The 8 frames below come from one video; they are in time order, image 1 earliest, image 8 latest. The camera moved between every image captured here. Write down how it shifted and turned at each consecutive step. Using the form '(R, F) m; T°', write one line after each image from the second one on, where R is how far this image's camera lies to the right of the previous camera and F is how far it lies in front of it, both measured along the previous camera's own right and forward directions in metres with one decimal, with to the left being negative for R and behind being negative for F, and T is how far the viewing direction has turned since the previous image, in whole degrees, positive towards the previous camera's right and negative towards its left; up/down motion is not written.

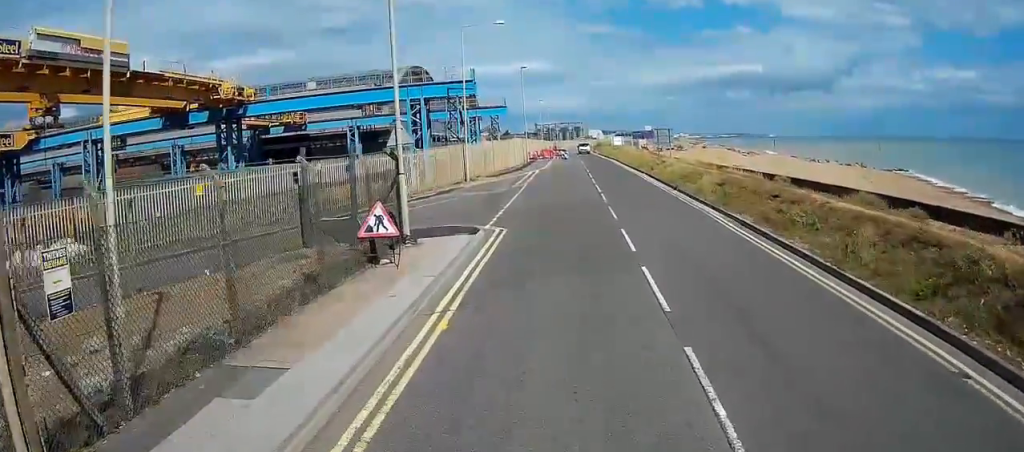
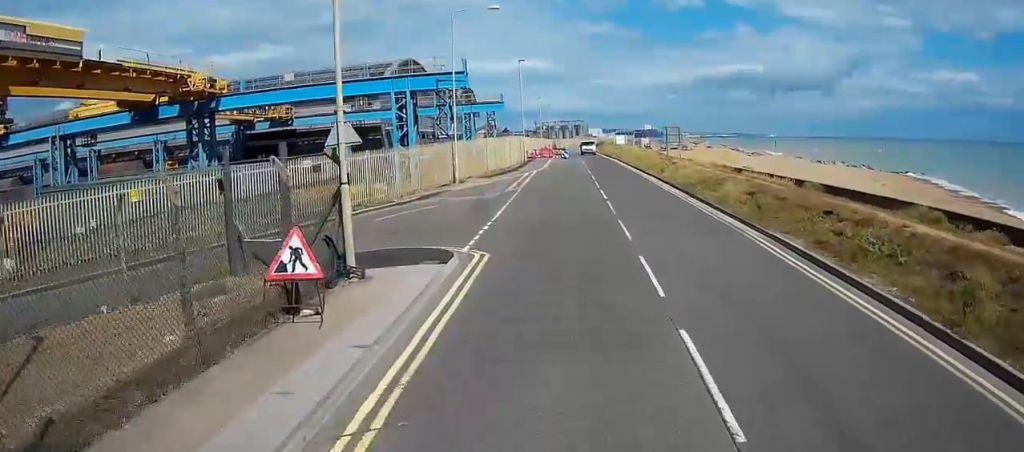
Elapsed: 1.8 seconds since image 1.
(-0.3, +5.4) m; -2°
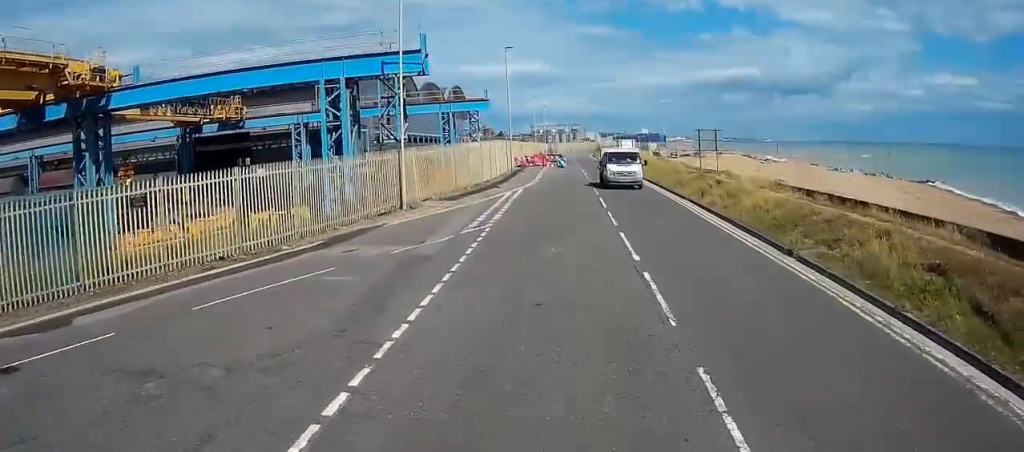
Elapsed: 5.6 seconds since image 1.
(+0.1, +13.5) m; -2°
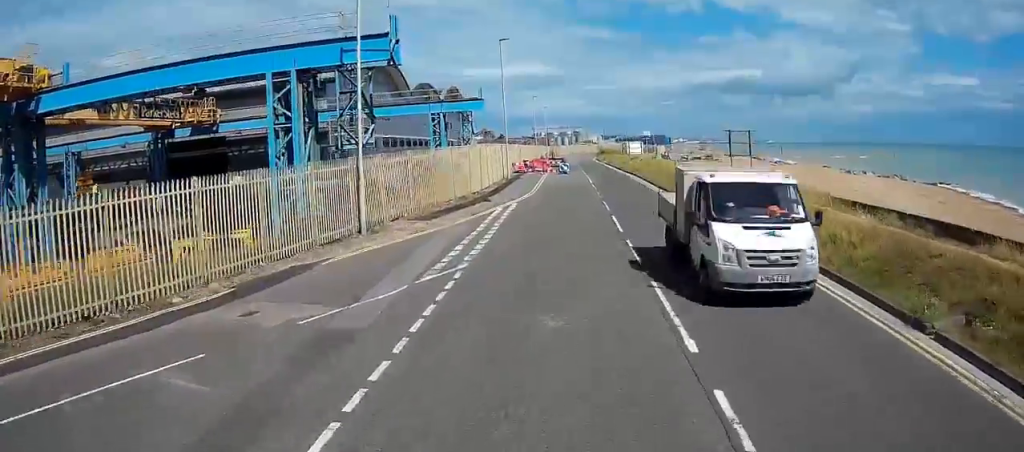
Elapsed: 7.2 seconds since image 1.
(-0.1, +6.6) m; -1°
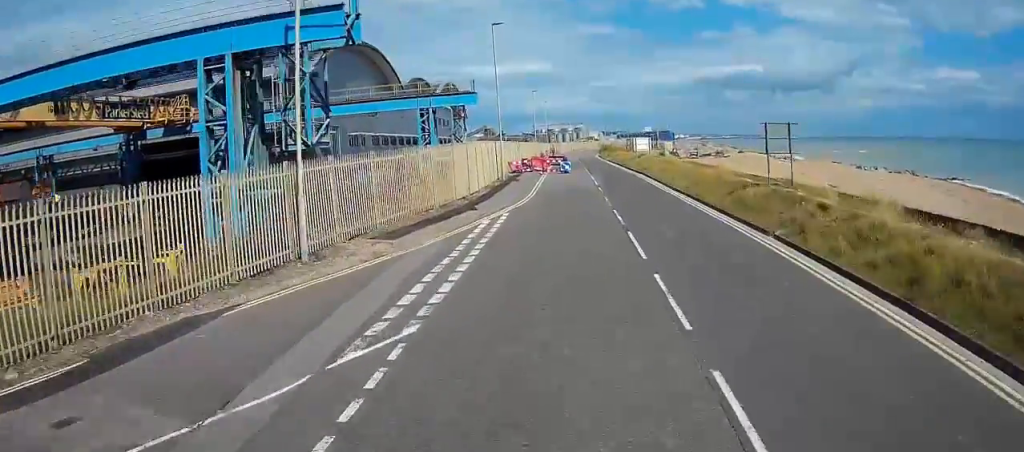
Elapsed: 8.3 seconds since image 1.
(0.0, +5.1) m; 0°
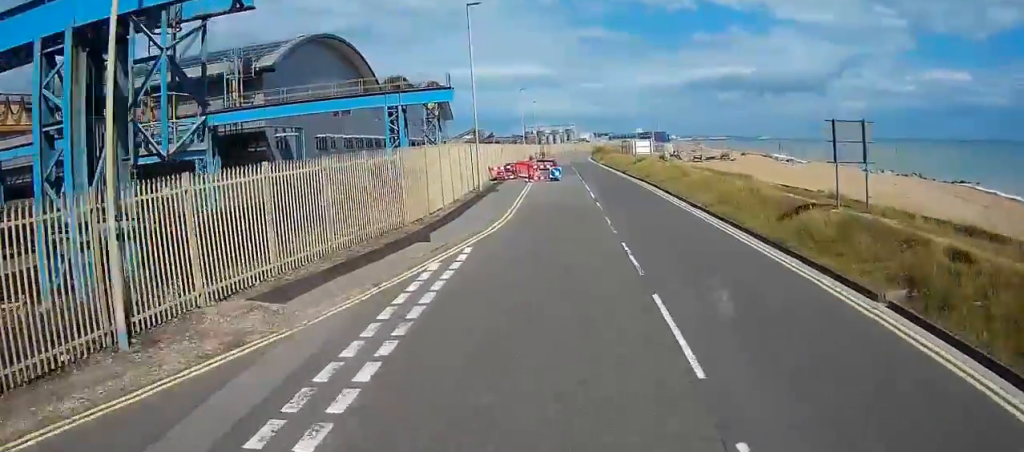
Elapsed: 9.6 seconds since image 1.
(0.0, +6.6) m; +1°
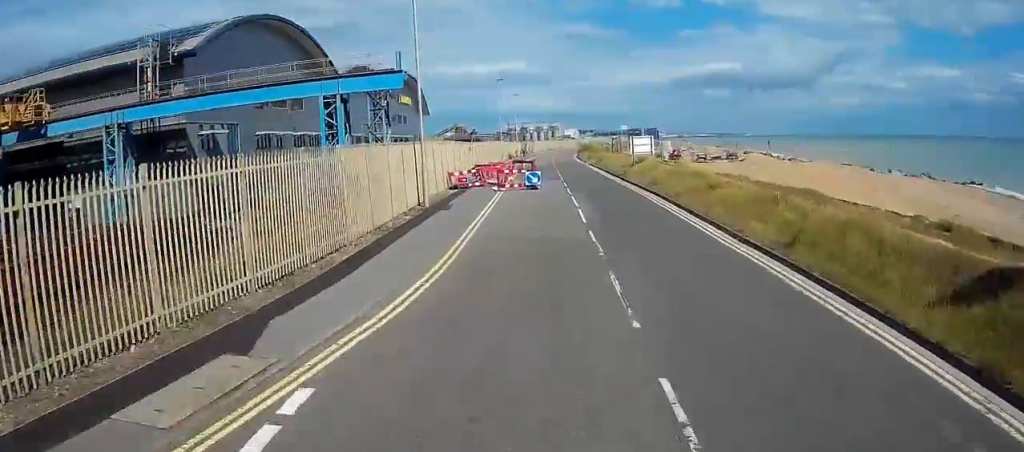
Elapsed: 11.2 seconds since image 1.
(+0.1, +8.6) m; +1°
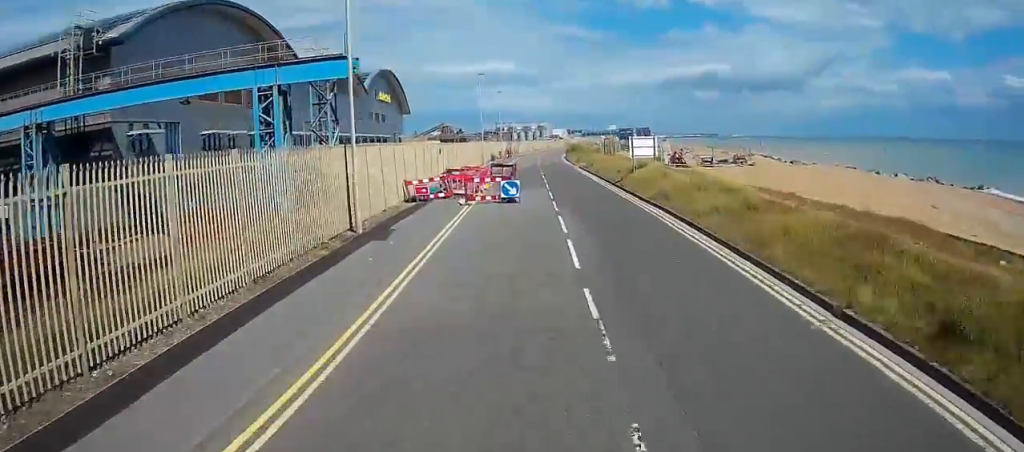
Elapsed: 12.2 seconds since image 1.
(0.0, +6.3) m; +1°
